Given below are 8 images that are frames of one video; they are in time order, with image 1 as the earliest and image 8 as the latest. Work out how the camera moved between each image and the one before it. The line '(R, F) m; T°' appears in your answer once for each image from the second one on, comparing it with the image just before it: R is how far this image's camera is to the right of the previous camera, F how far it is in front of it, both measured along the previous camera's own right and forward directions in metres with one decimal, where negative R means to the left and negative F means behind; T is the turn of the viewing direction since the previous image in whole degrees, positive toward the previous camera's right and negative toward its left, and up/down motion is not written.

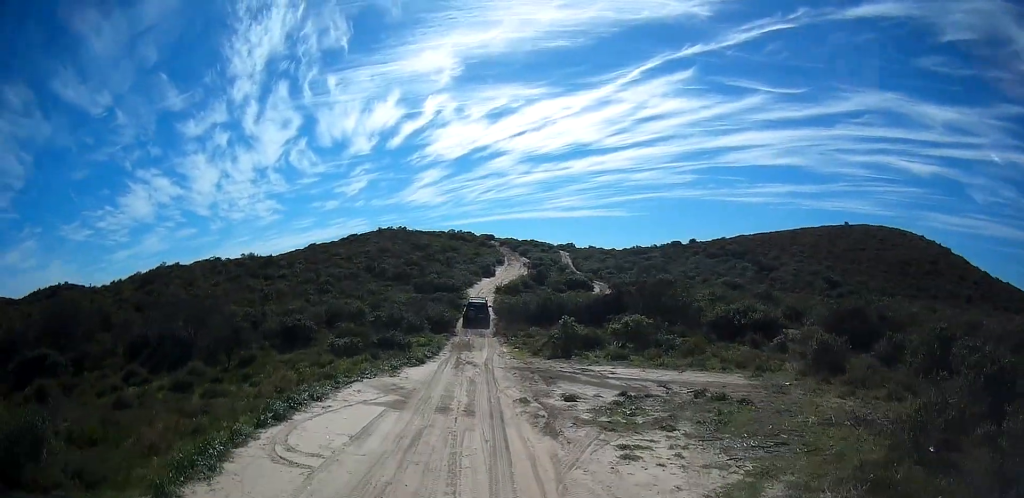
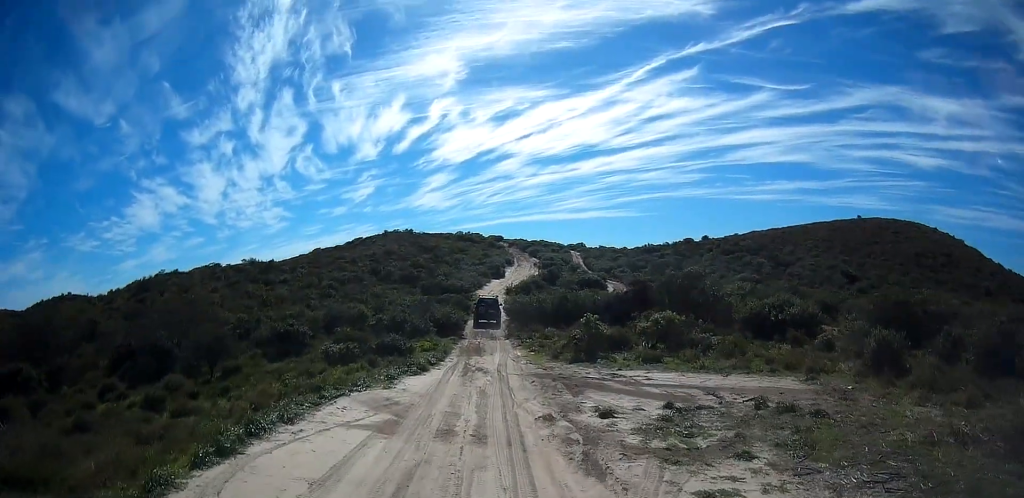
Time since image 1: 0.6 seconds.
(0.0, +2.7) m; 0°
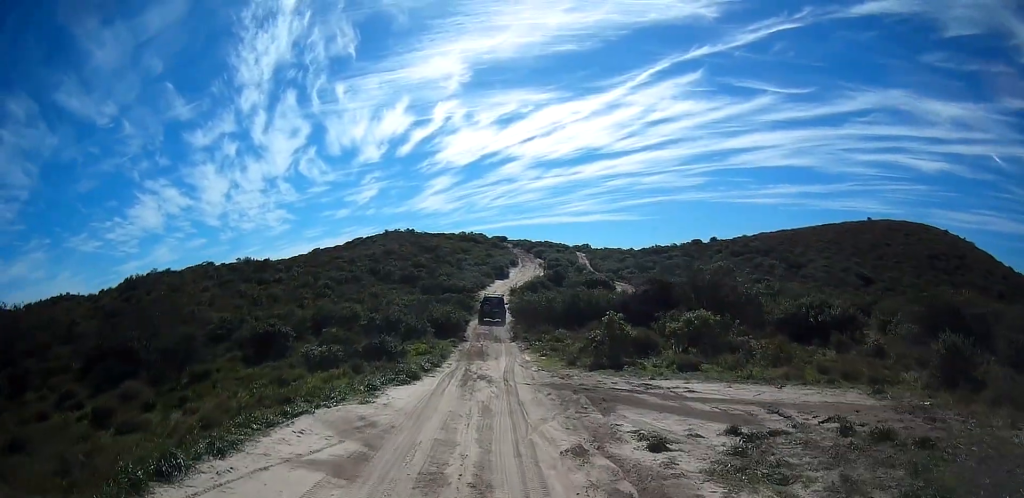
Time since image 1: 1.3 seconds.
(0.0, +2.7) m; 0°
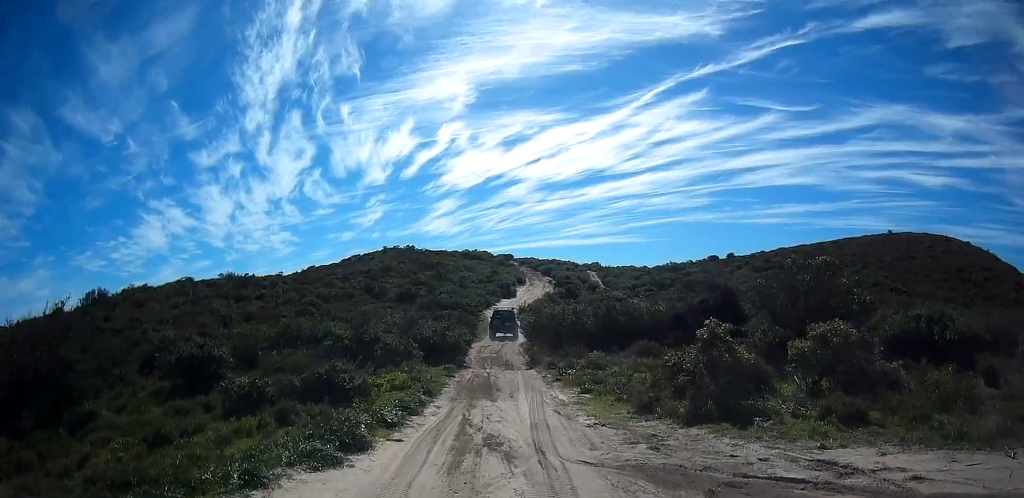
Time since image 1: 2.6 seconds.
(0.0, +6.1) m; 0°
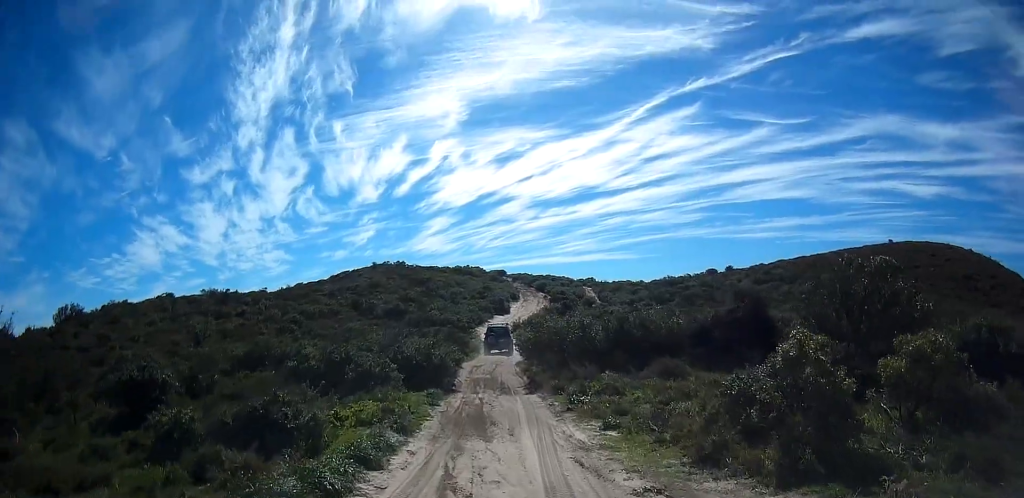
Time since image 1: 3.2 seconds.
(0.0, +2.6) m; 0°
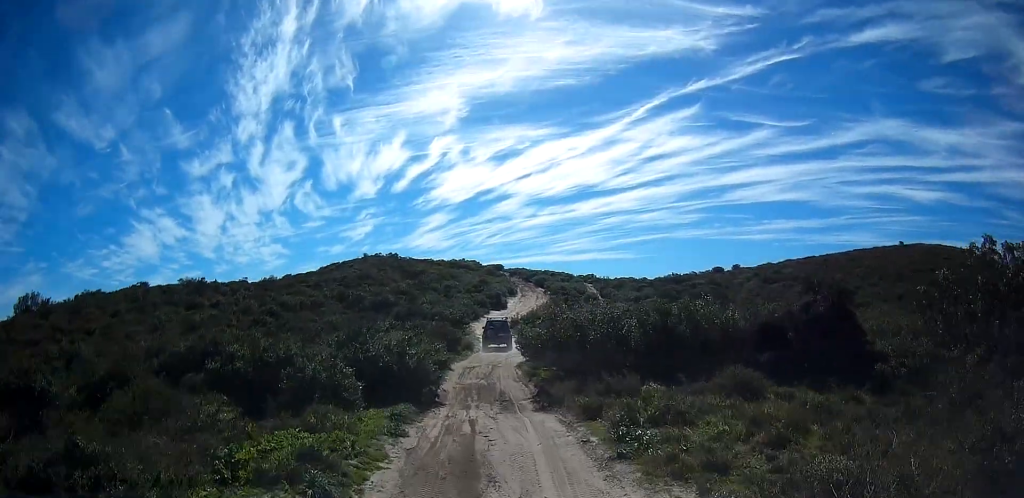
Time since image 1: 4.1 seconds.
(0.0, +4.4) m; 0°
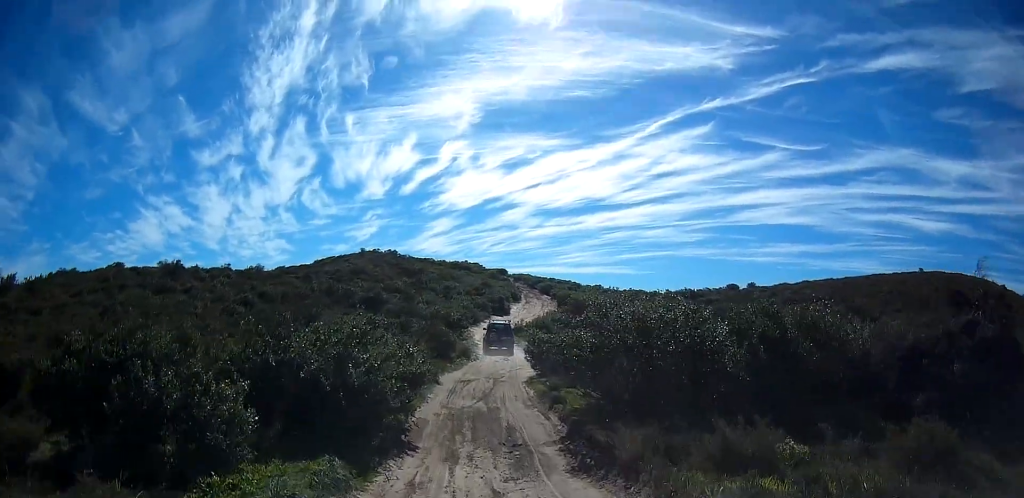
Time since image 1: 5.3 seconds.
(0.0, +5.6) m; 0°
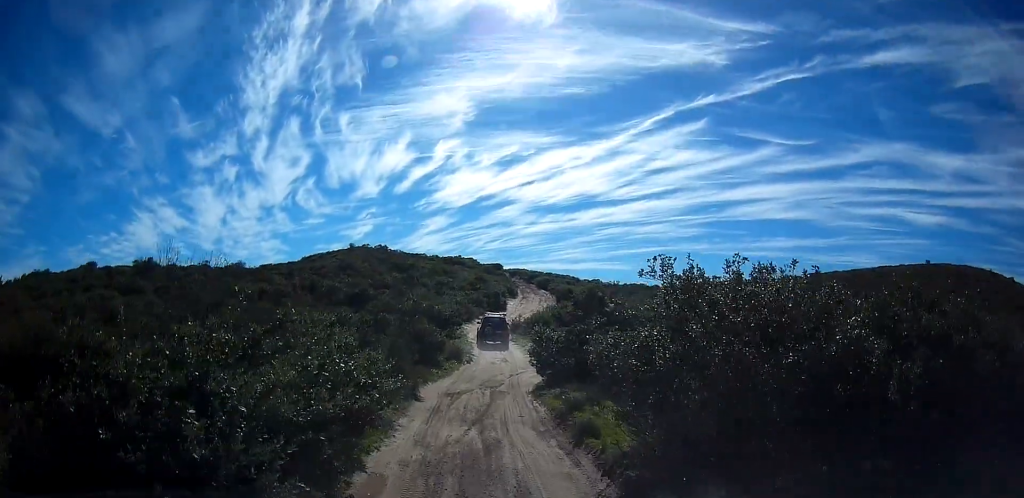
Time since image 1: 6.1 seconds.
(0.0, +4.4) m; 0°
